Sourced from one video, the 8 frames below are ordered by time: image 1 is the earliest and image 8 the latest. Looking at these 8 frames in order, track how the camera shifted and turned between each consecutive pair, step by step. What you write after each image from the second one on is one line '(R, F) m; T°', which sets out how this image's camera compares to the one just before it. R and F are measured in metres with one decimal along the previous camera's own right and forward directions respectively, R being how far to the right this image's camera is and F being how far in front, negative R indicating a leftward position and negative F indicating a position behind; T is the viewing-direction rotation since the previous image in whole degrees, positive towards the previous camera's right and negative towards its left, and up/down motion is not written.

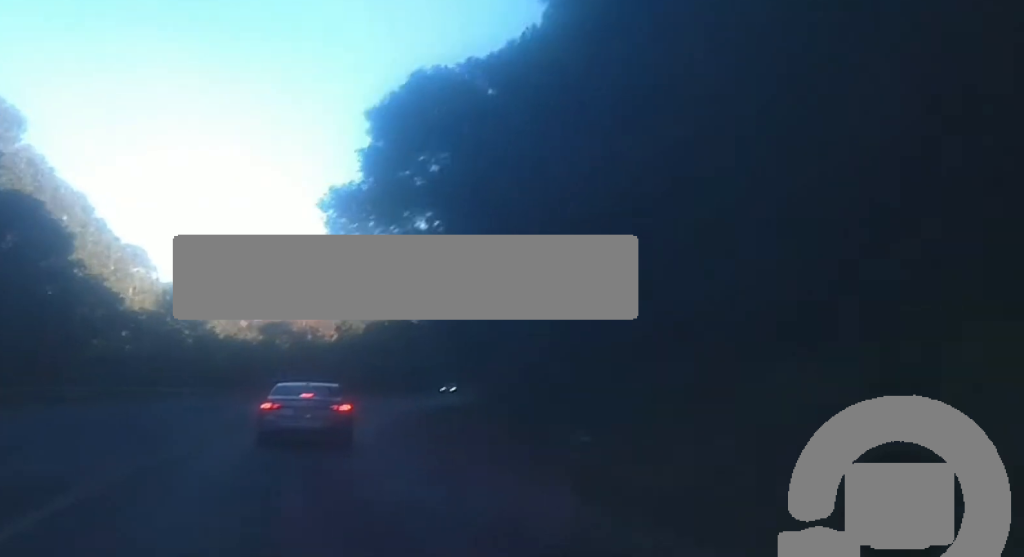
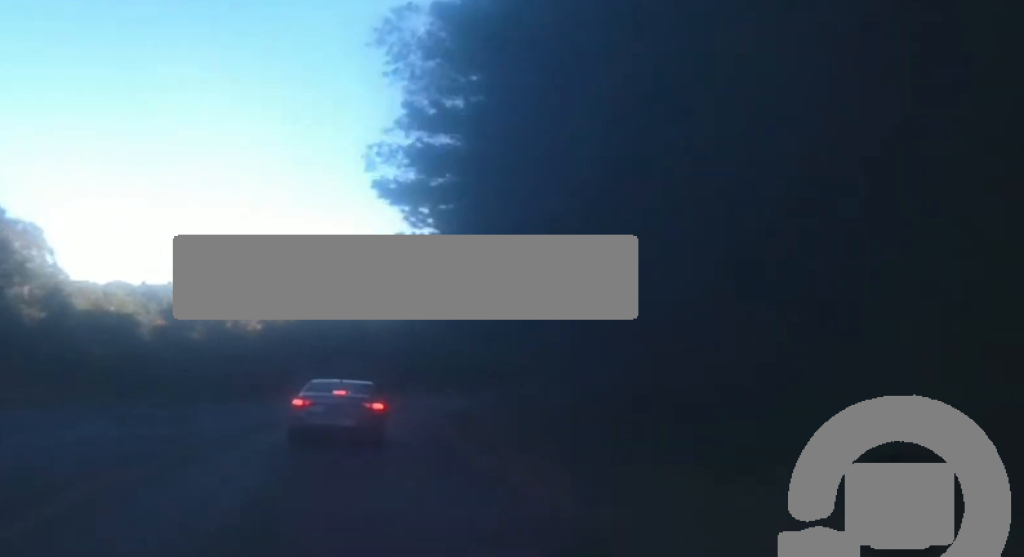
(+0.5, +29.2) m; +2°
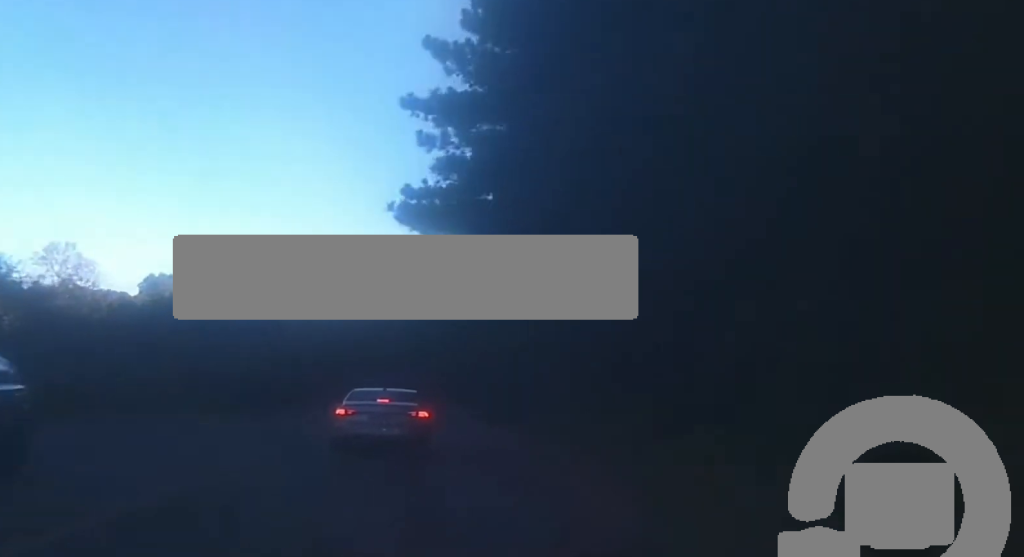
(+2.2, +33.8) m; +8°
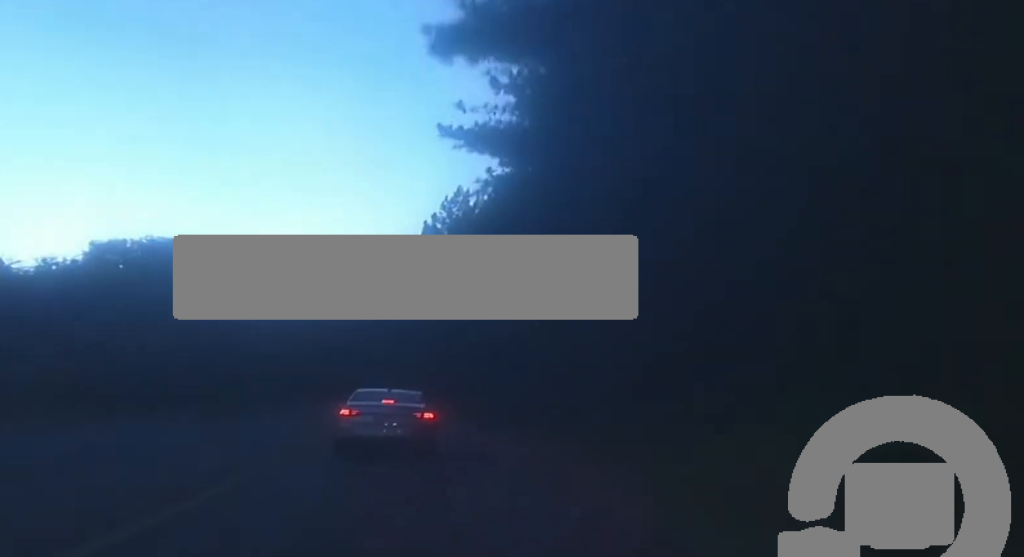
(+0.5, +15.8) m; +3°
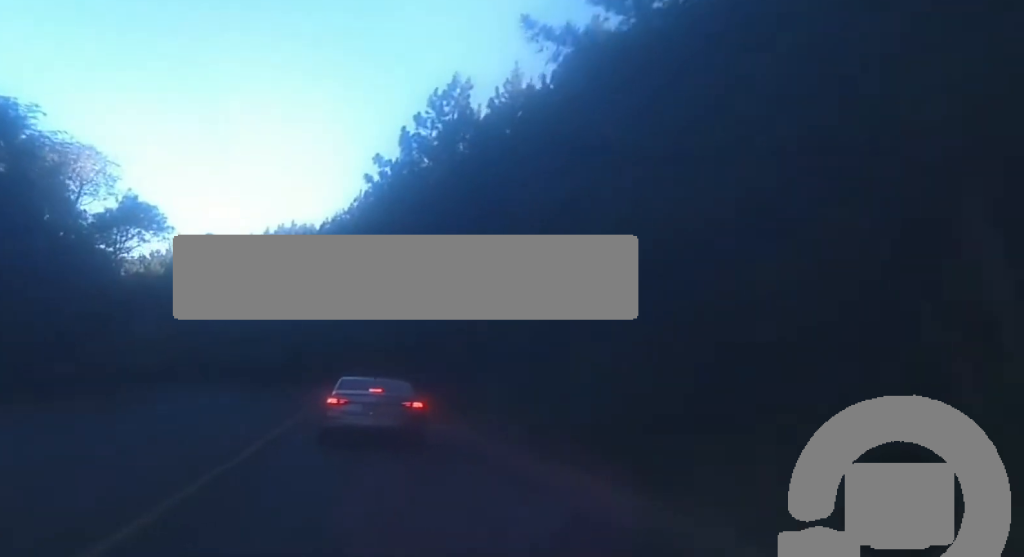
(+1.3, +27.5) m; +5°
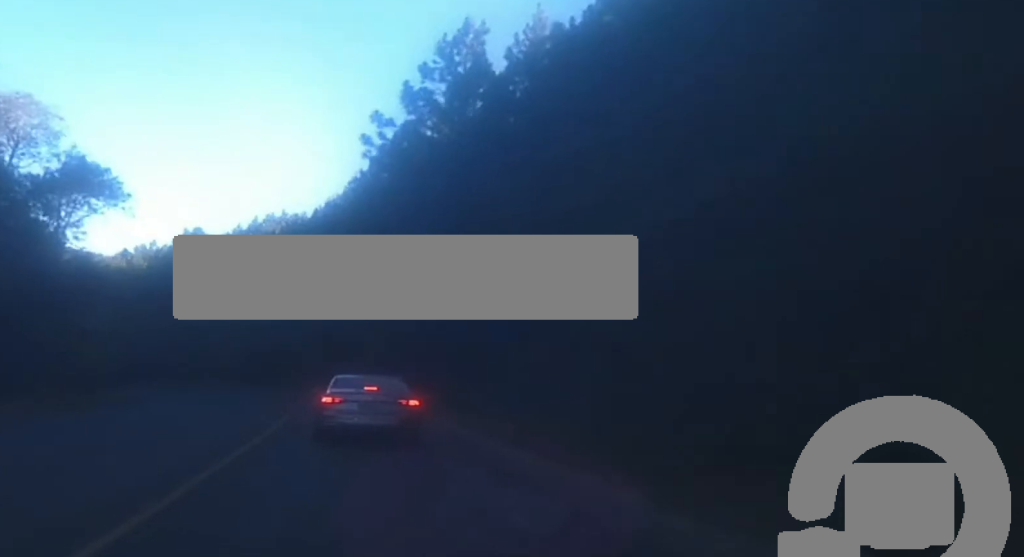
(+0.2, +8.8) m; +1°
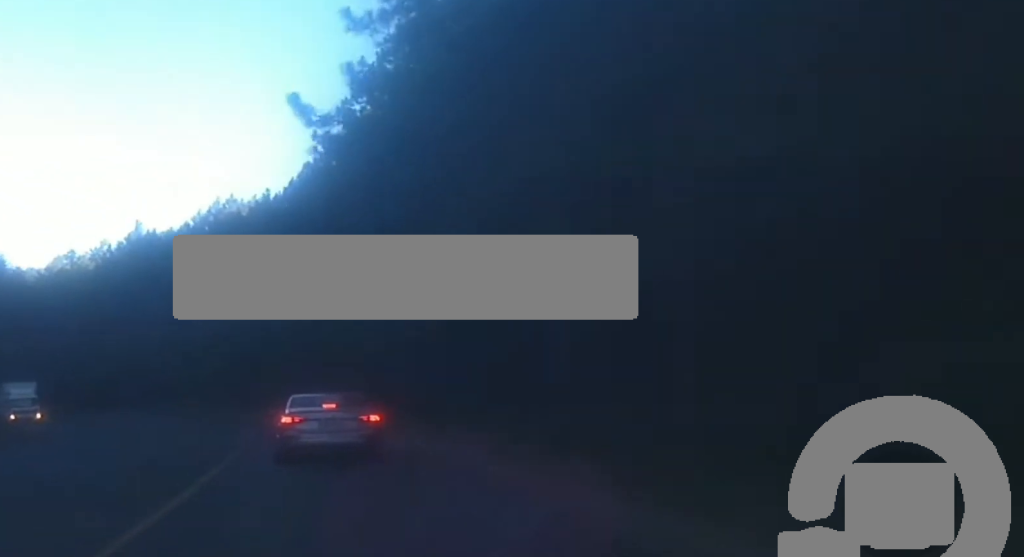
(-0.3, +25.3) m; -2°
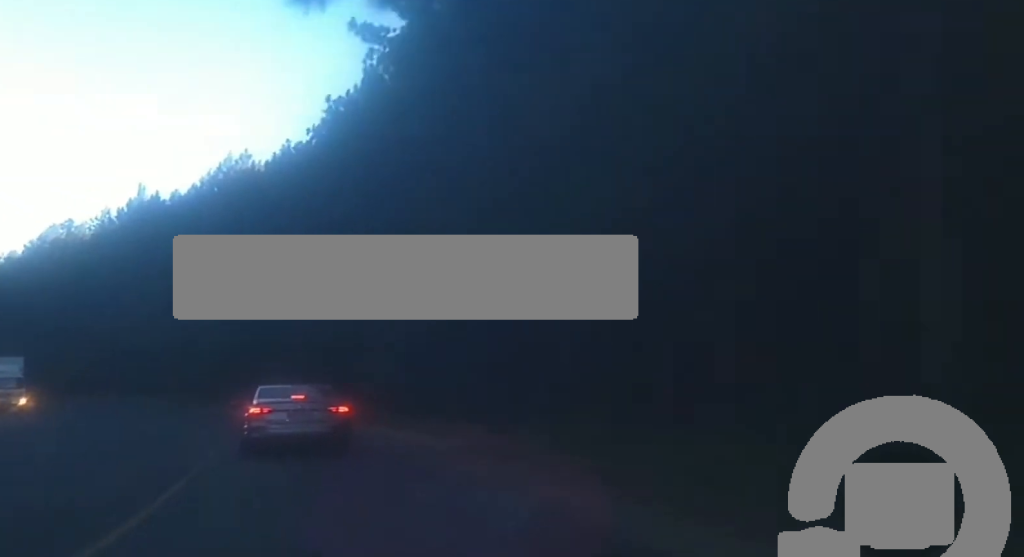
(-0.5, +14.1) m; -1°
